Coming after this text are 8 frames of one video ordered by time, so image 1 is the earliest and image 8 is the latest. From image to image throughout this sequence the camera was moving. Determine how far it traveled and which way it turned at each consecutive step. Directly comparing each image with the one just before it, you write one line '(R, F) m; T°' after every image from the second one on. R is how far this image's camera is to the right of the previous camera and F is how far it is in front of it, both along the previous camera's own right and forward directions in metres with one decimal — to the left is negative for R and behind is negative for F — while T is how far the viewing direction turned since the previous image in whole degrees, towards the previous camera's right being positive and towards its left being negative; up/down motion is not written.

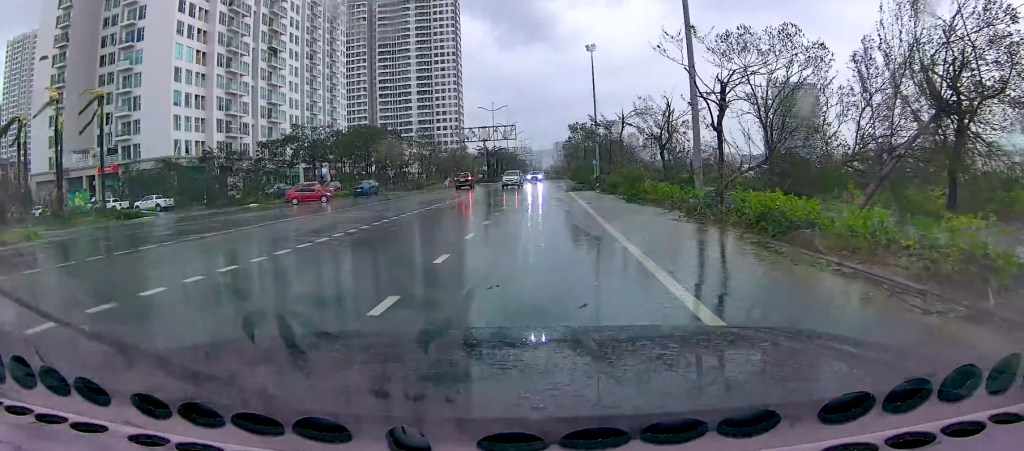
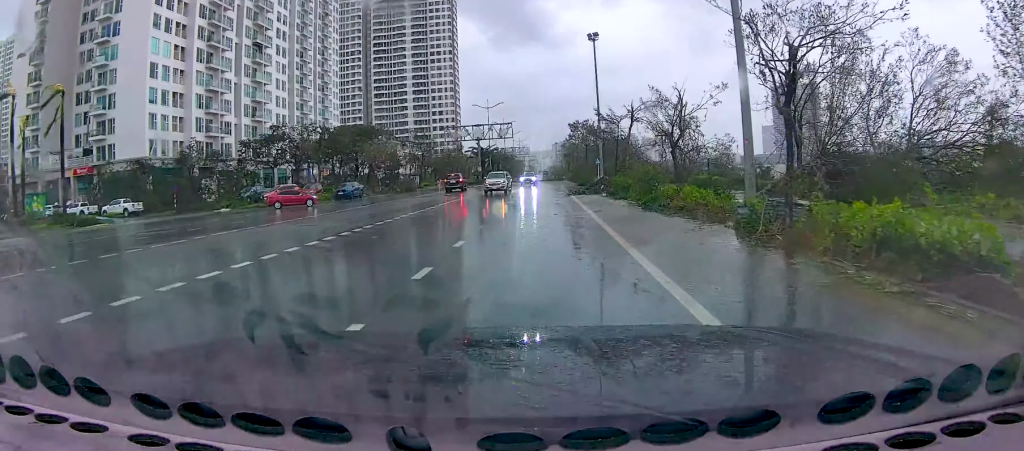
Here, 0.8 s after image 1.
(+0.2, +5.4) m; 0°
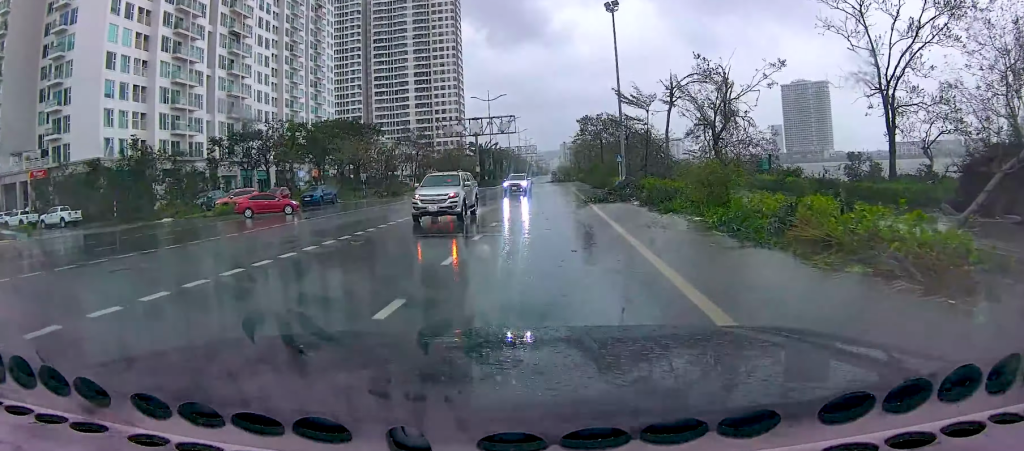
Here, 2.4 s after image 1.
(-0.1, +10.8) m; 0°
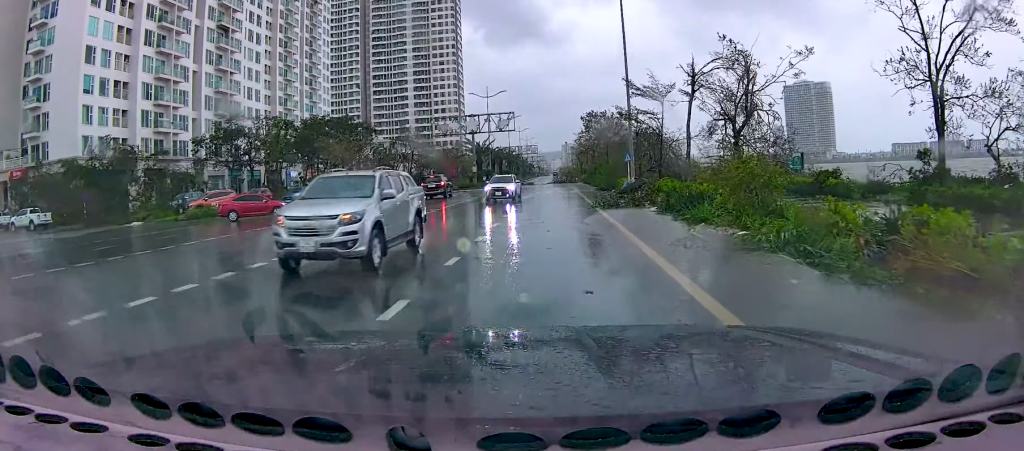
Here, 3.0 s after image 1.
(+0.1, +4.3) m; 0°
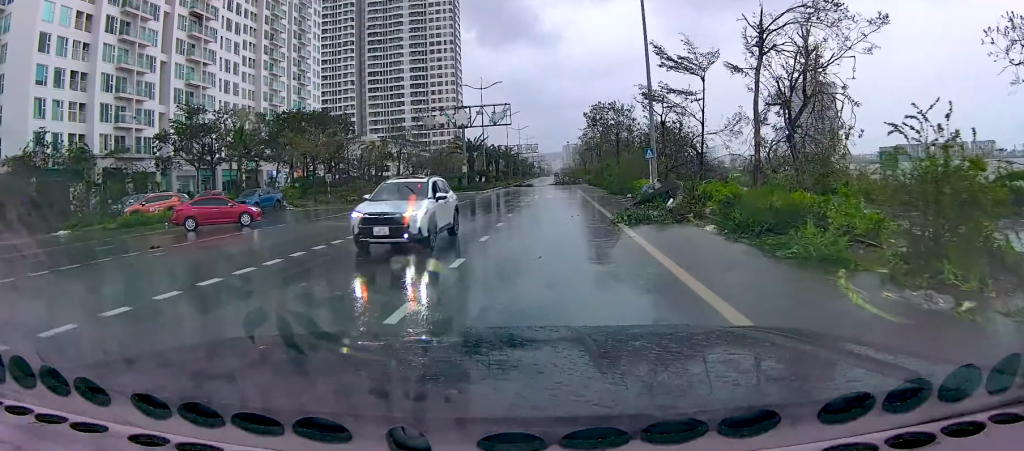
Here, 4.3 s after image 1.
(-0.2, +8.4) m; -1°
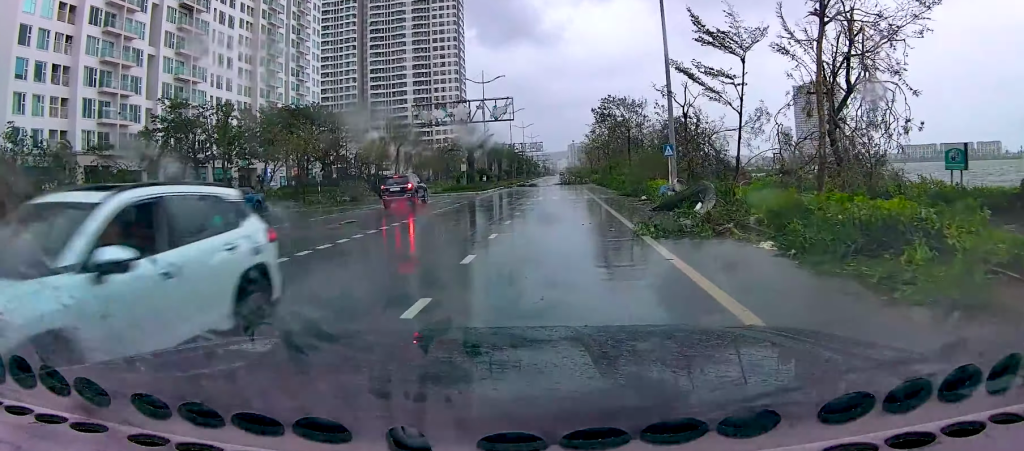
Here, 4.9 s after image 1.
(0.0, +4.0) m; 0°
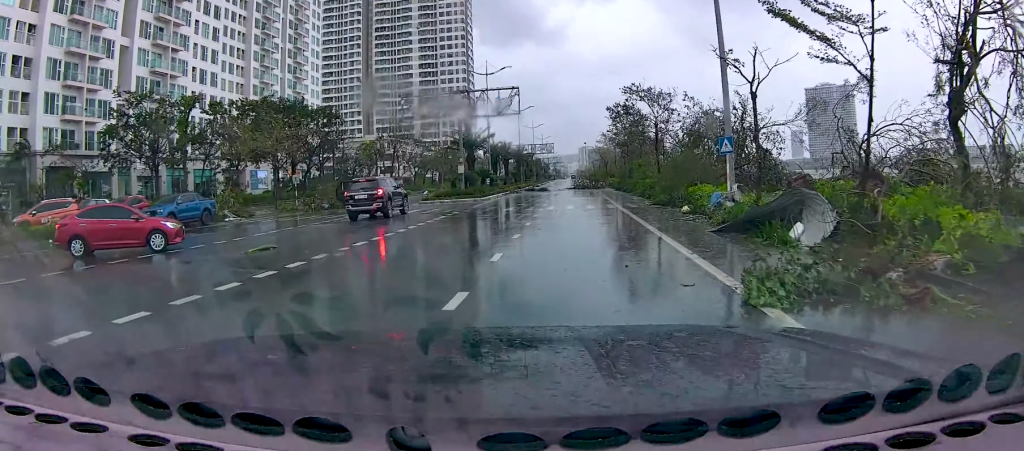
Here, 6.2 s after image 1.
(0.0, +8.0) m; -1°
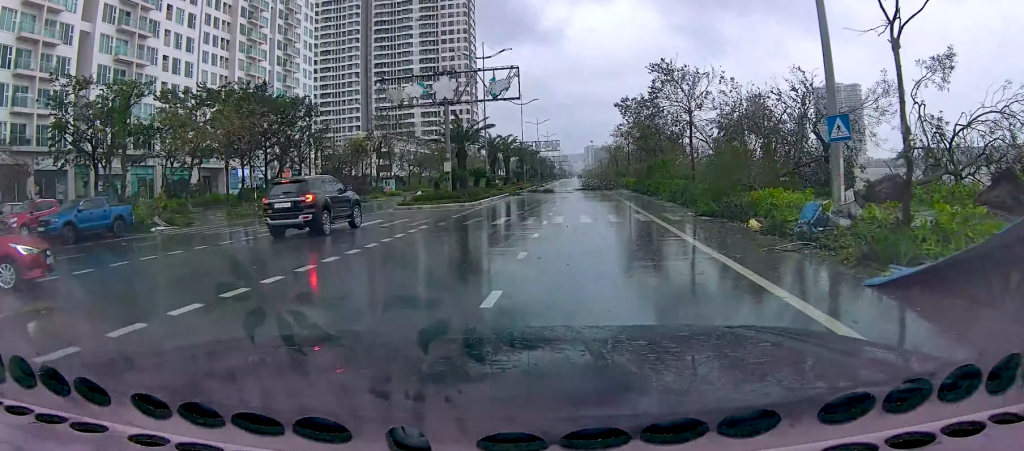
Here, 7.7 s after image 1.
(-0.2, +8.4) m; -3°
